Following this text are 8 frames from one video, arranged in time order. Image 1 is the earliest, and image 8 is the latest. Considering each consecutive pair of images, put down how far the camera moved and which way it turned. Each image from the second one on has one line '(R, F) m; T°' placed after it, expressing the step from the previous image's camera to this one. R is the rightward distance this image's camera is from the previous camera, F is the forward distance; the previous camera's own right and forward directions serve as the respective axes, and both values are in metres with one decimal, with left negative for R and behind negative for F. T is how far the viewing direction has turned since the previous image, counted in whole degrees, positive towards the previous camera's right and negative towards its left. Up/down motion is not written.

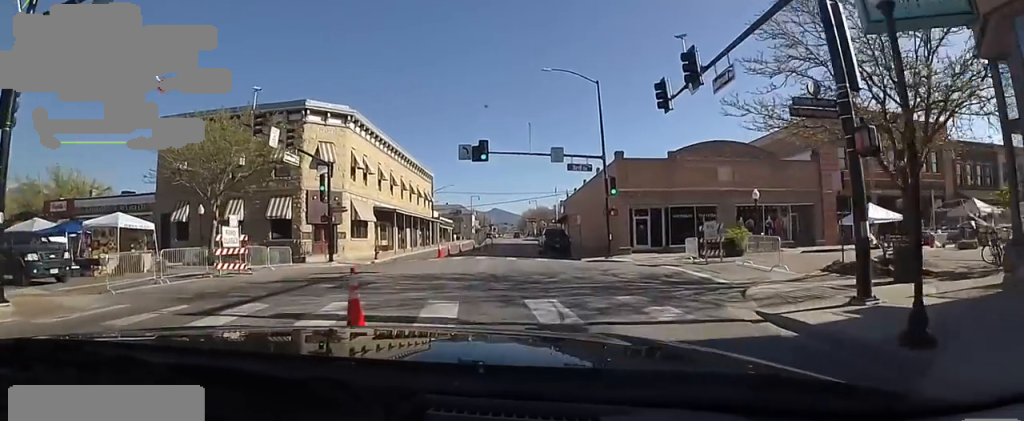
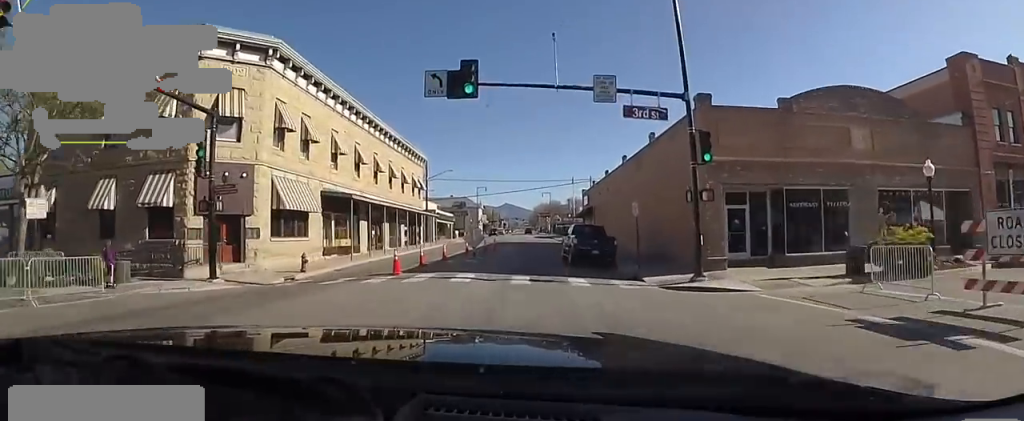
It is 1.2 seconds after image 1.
(0.0, +12.9) m; 0°
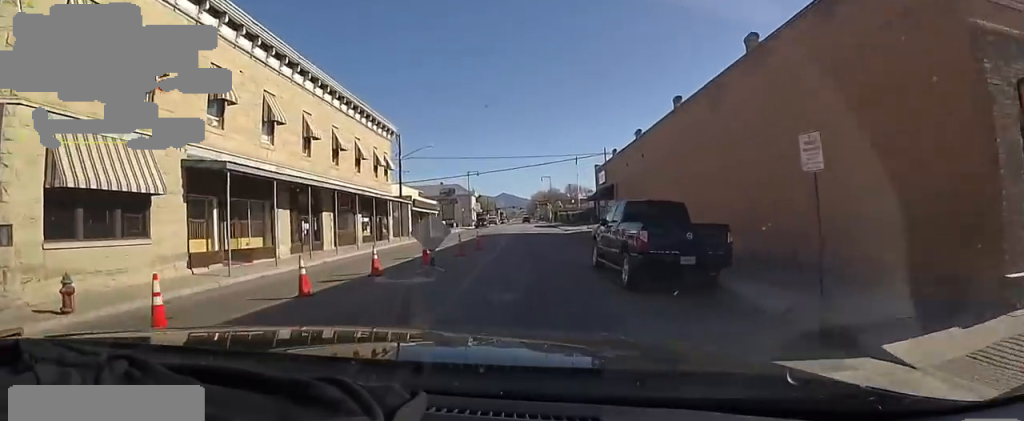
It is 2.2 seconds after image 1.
(0.0, +12.2) m; 0°
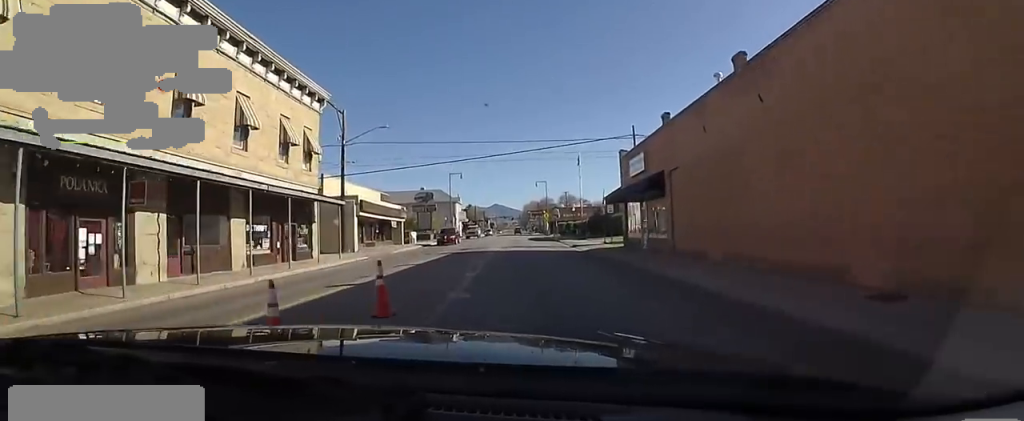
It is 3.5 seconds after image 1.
(0.0, +14.8) m; +1°
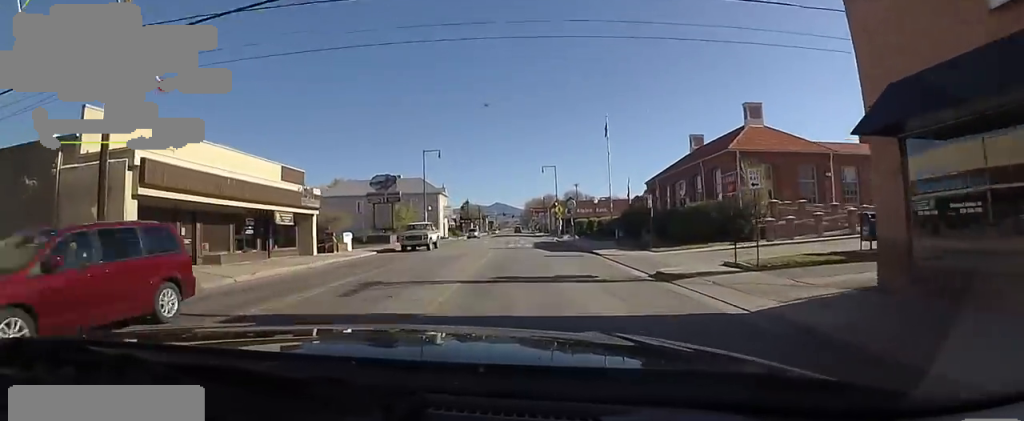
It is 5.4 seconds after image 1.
(+1.9, +21.3) m; -1°
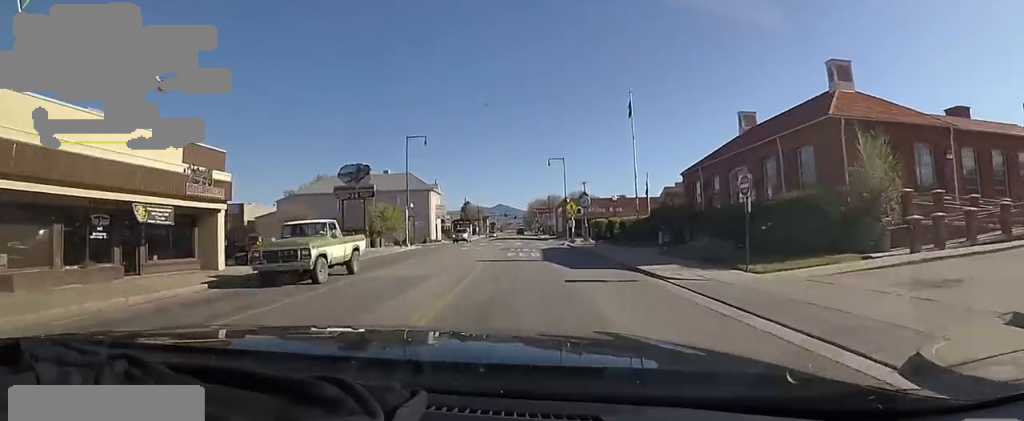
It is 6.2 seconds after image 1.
(-1.8, +9.3) m; -4°
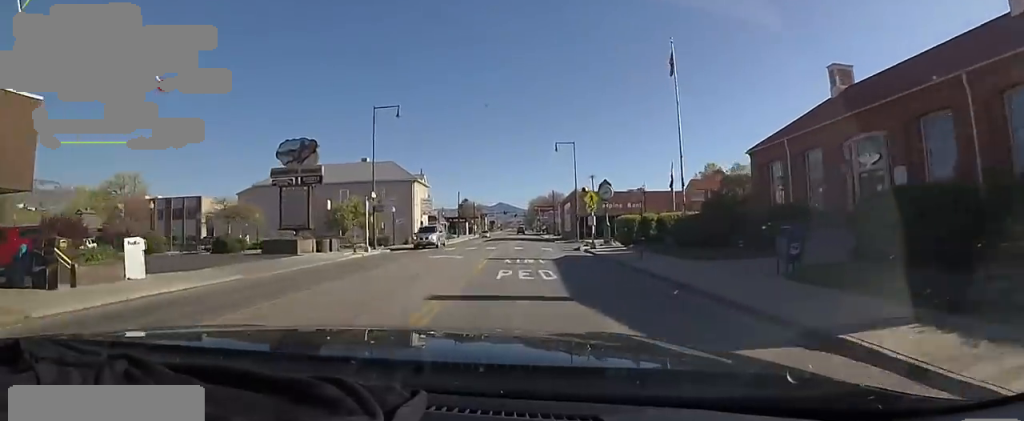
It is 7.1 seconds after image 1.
(+0.4, +10.9) m; +3°
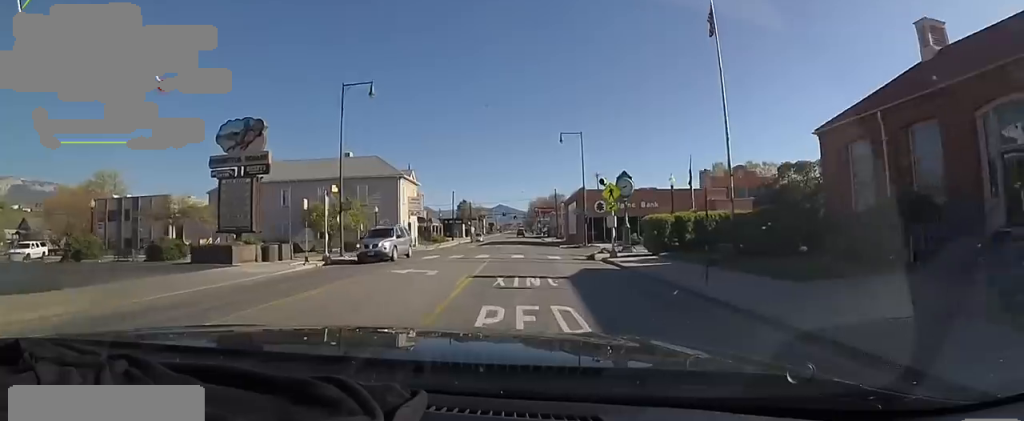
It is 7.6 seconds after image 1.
(+0.2, +6.6) m; +1°
